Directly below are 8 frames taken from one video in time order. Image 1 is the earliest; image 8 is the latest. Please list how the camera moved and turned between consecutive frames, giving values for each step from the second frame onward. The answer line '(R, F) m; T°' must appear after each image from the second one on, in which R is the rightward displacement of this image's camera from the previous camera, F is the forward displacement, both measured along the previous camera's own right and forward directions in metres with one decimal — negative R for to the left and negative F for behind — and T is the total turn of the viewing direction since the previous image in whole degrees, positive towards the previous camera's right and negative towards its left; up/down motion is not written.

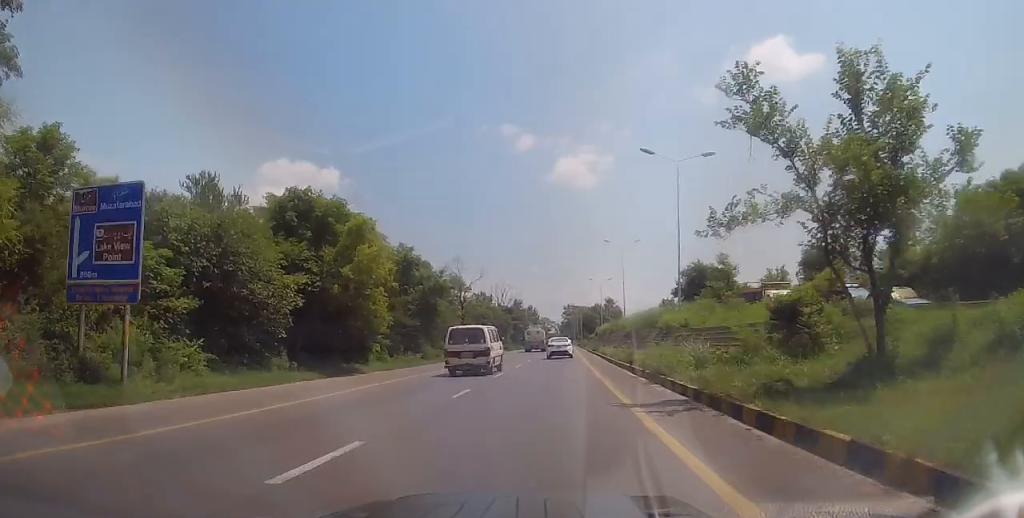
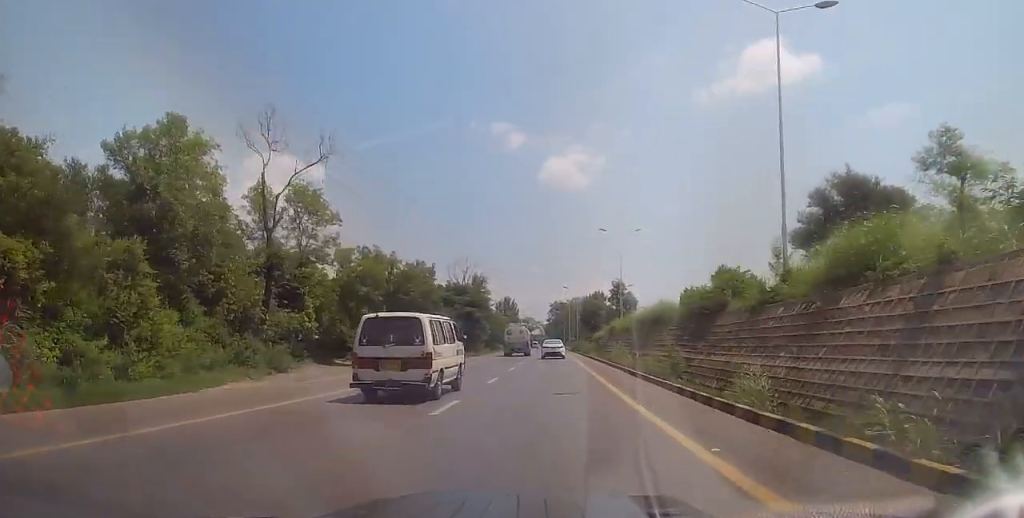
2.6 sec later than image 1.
(+0.6, +49.0) m; +2°
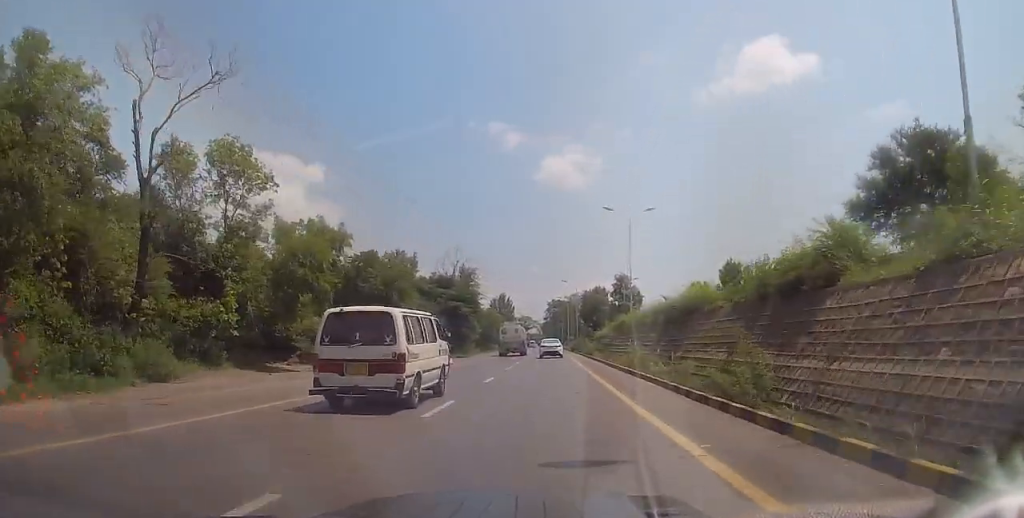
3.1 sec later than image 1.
(0.0, +8.8) m; -1°
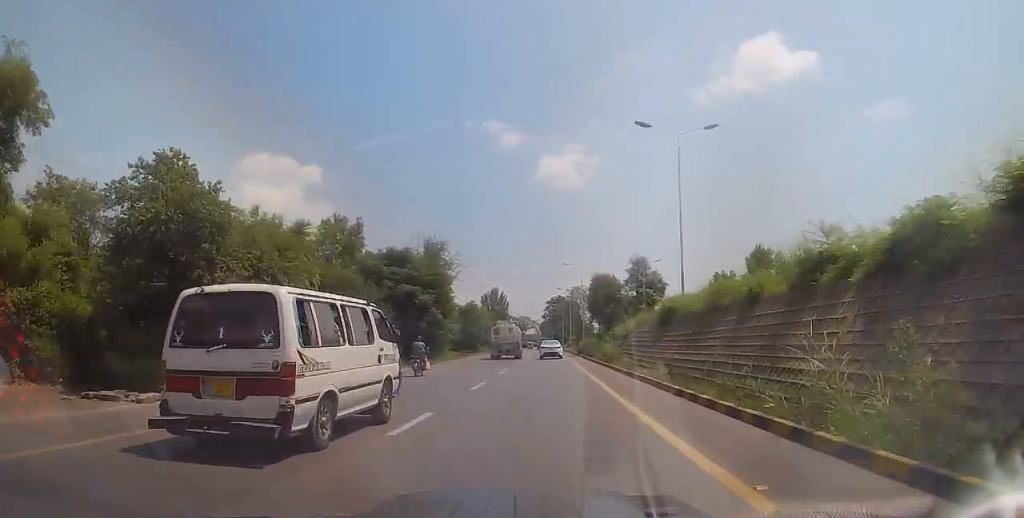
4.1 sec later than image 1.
(-0.3, +19.7) m; -1°
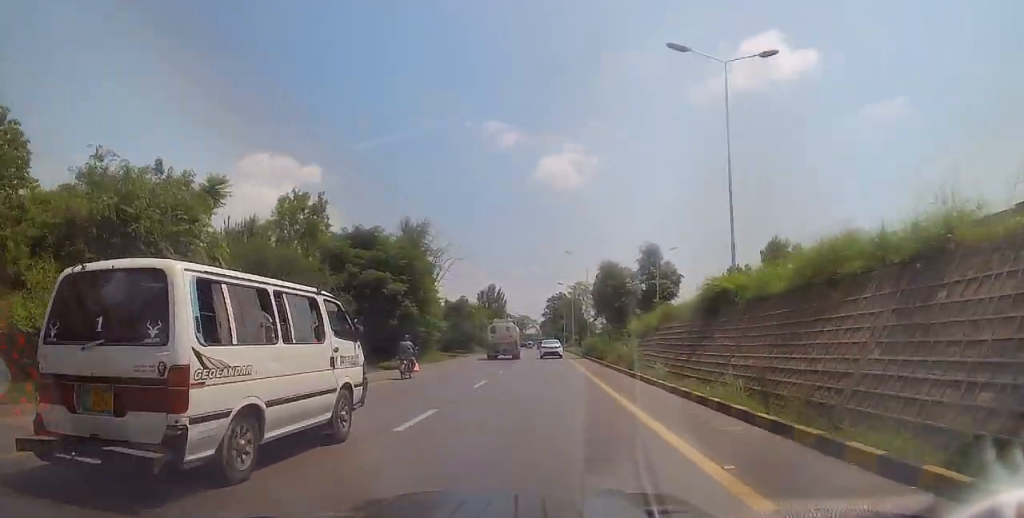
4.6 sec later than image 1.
(-0.3, +8.3) m; 0°
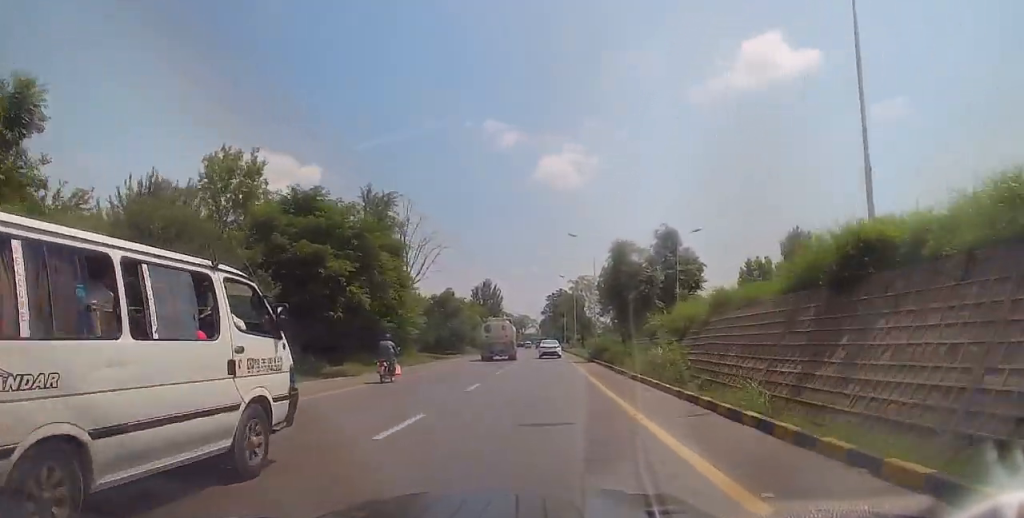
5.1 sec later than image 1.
(+0.3, +9.7) m; 0°
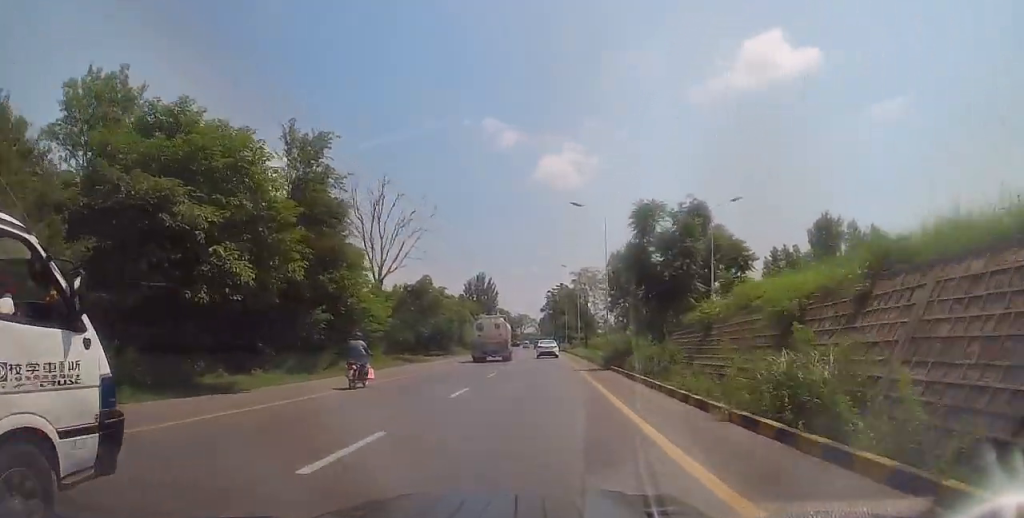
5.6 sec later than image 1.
(+0.3, +11.0) m; 0°
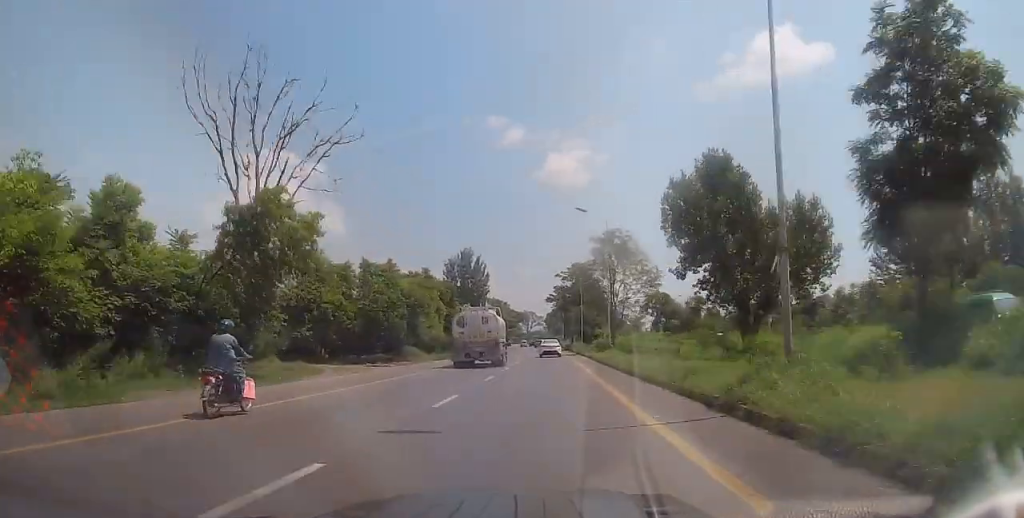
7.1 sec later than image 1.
(-0.3, +28.5) m; 0°
